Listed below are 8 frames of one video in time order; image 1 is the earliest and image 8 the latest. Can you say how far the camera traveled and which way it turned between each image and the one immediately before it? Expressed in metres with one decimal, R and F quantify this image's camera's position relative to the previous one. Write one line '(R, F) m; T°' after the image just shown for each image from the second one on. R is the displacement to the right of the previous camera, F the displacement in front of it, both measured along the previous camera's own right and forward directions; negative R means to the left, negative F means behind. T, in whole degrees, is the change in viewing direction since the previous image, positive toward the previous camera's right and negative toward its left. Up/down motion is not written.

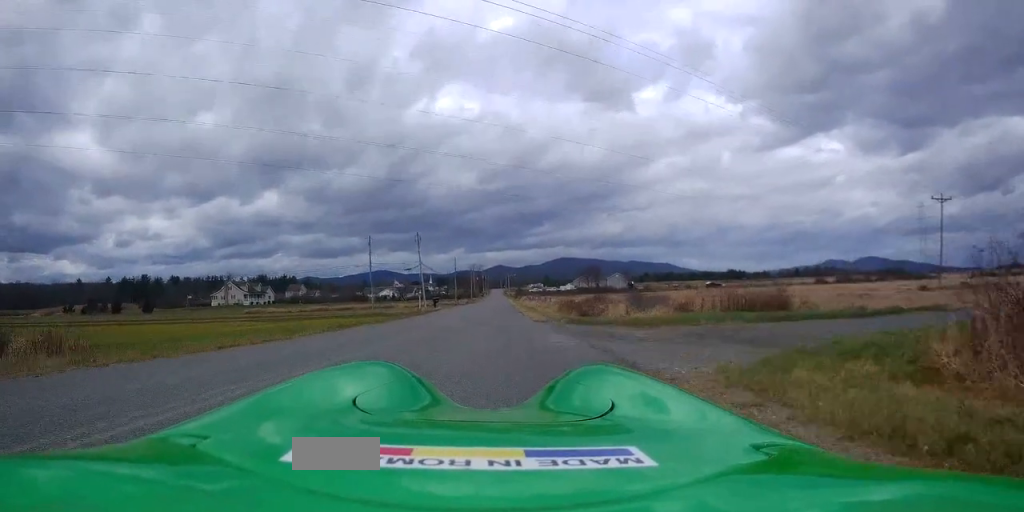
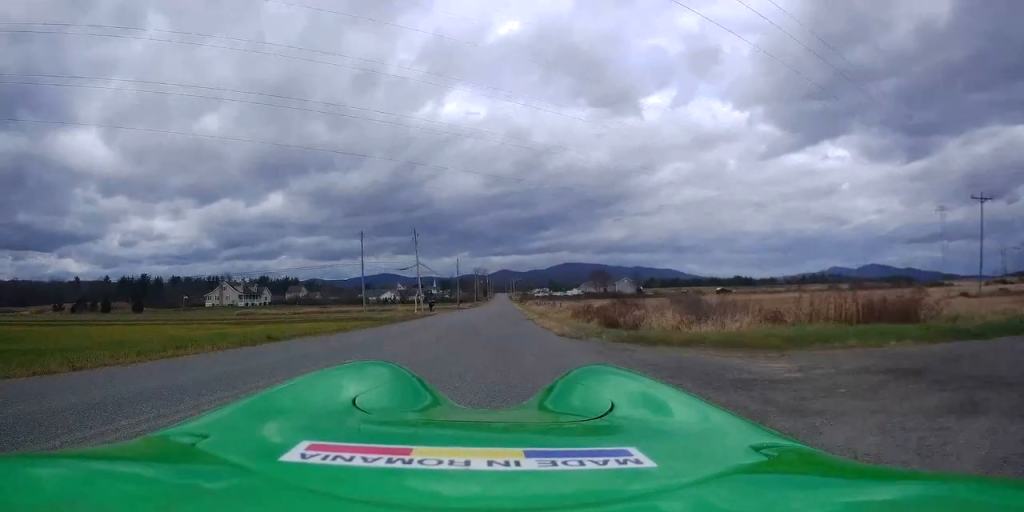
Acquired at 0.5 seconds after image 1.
(+0.1, +7.3) m; 0°
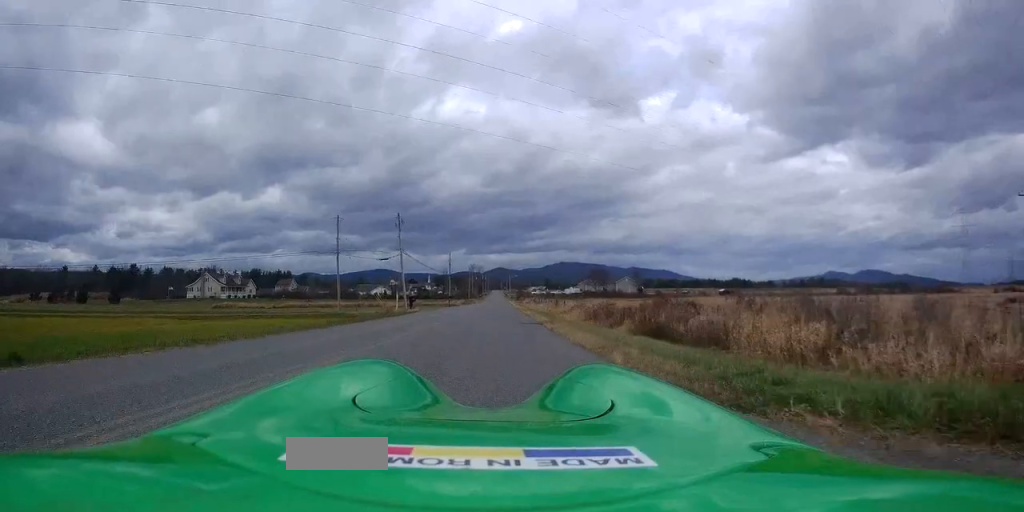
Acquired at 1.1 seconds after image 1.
(+0.1, +9.1) m; 0°
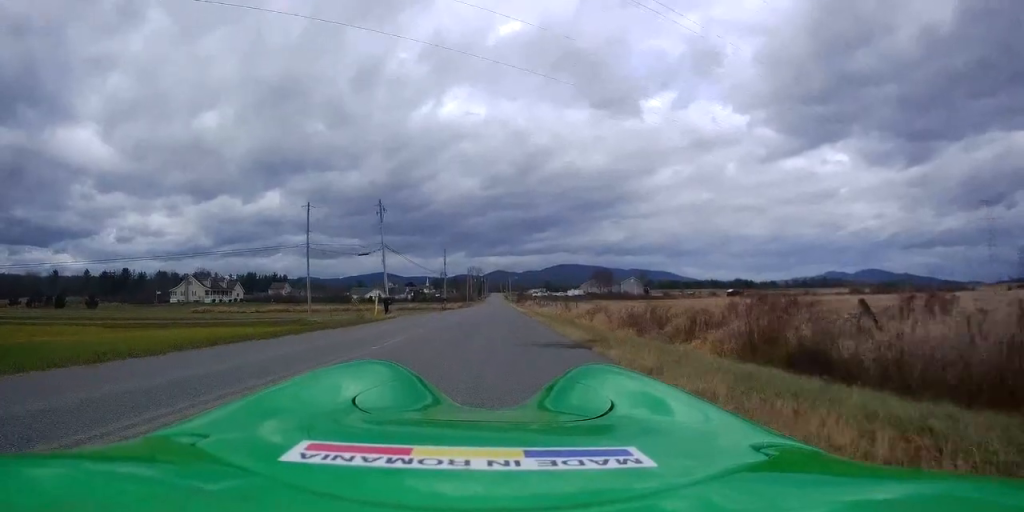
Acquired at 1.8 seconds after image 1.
(-0.2, +9.7) m; 0°
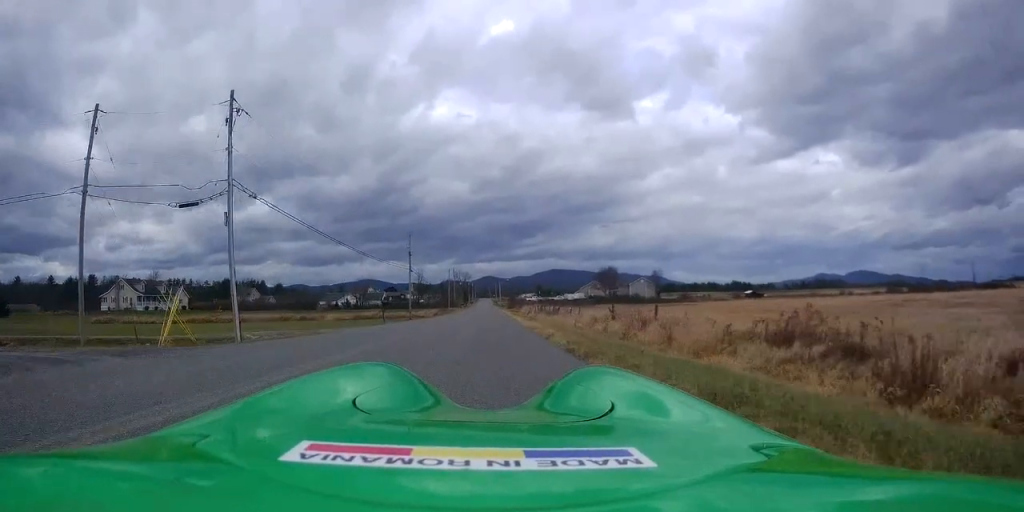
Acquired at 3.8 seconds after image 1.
(+0.5, +29.1) m; +2°
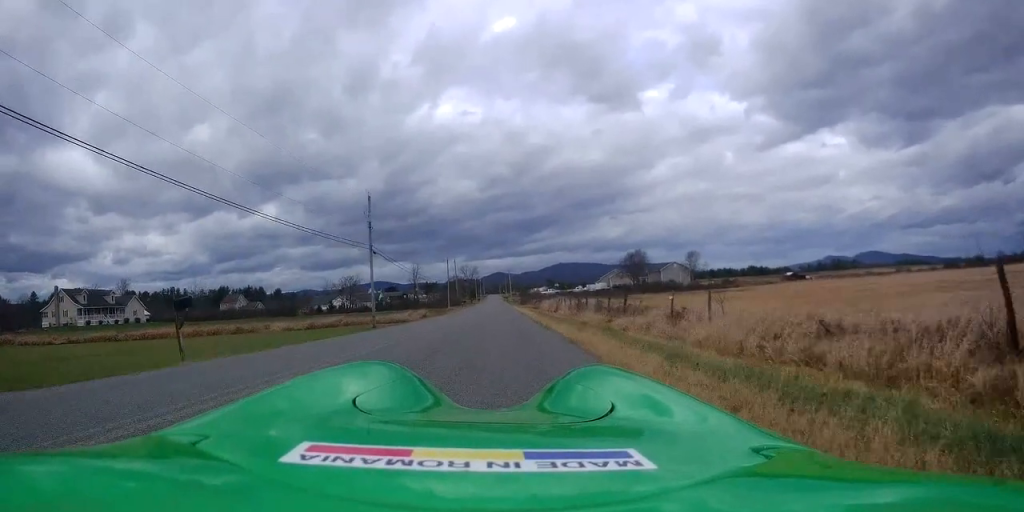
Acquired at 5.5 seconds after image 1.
(+0.2, +25.5) m; +1°
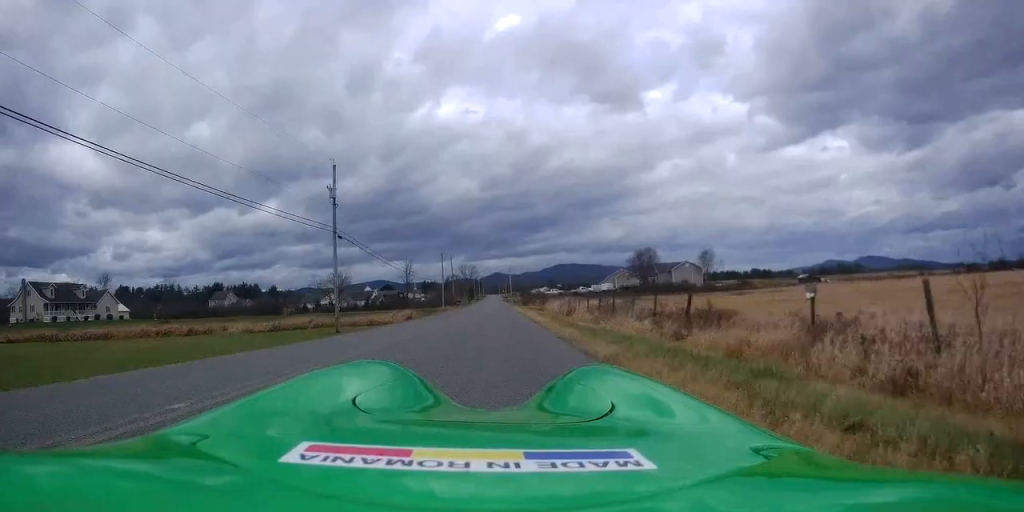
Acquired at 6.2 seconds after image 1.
(0.0, +10.4) m; 0°
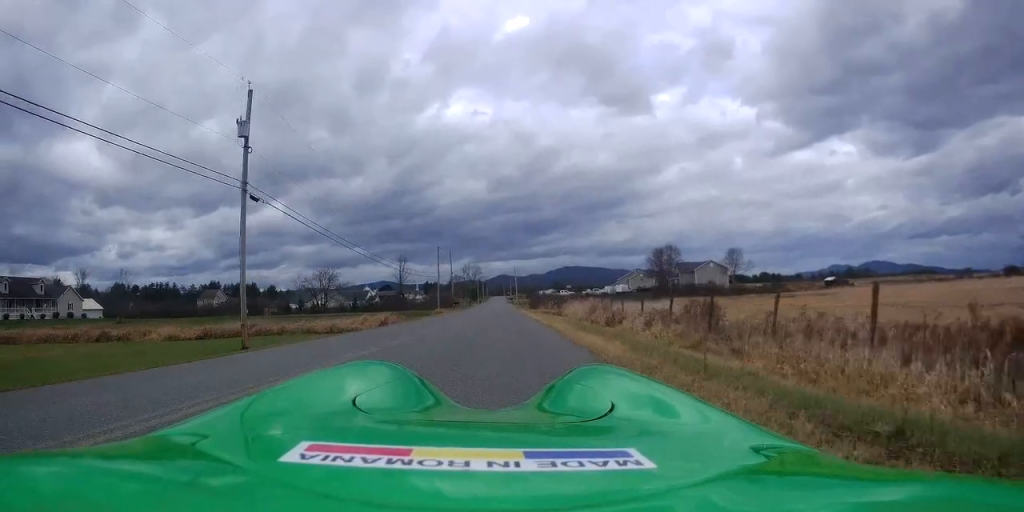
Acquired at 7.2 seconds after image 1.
(+0.2, +14.0) m; -1°
